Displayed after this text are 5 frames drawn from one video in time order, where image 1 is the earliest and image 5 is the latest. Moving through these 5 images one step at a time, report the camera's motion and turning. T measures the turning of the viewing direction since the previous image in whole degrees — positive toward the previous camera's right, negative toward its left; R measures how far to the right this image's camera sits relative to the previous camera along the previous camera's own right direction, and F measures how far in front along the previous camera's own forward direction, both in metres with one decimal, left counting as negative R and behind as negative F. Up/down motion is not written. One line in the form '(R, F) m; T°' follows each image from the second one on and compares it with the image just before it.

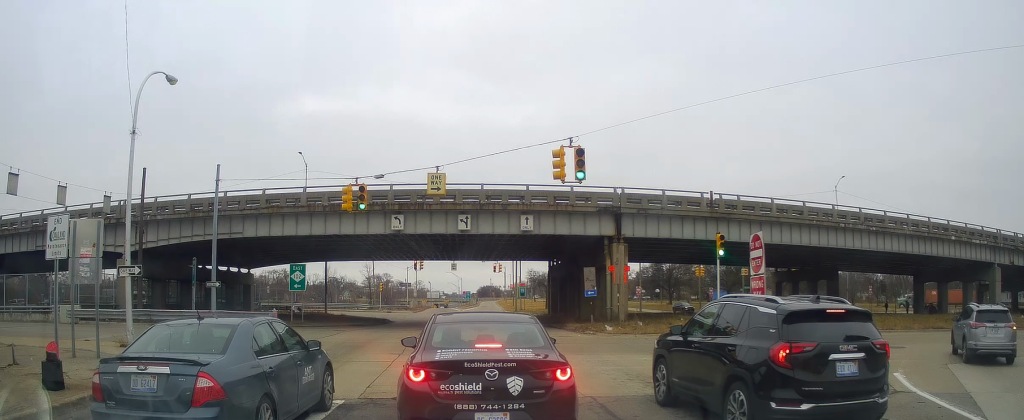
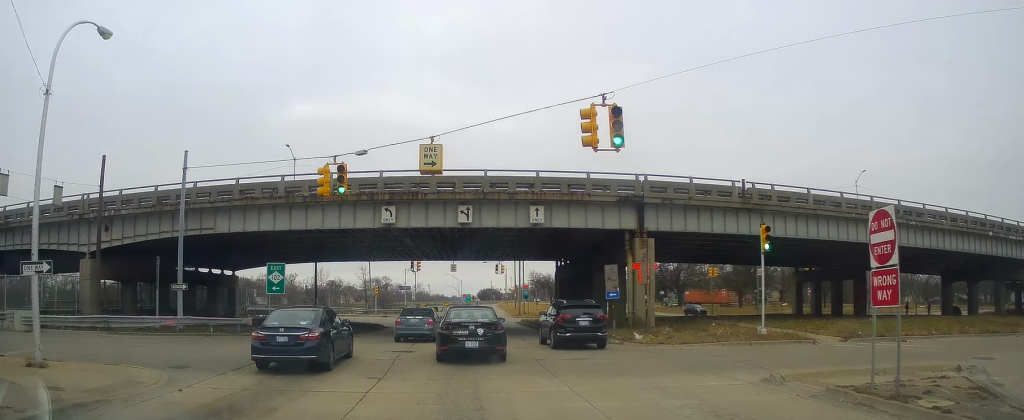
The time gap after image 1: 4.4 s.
(0.0, +0.5) m; 0°
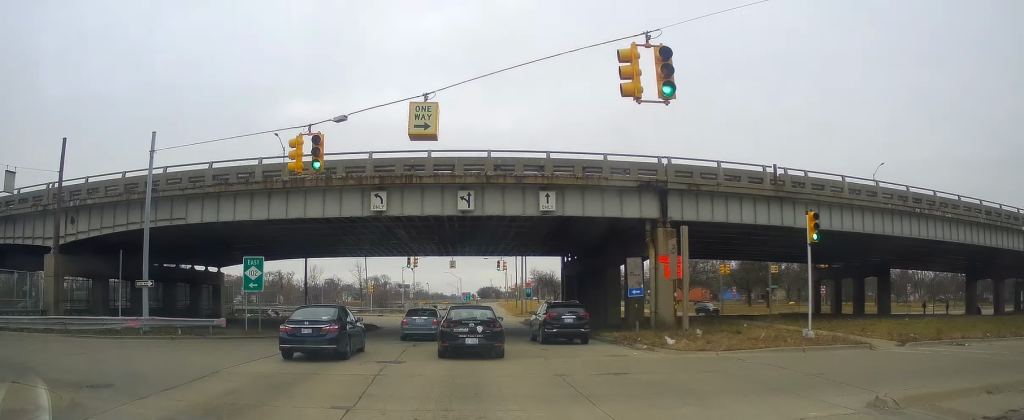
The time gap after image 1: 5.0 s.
(0.0, +1.2) m; 0°
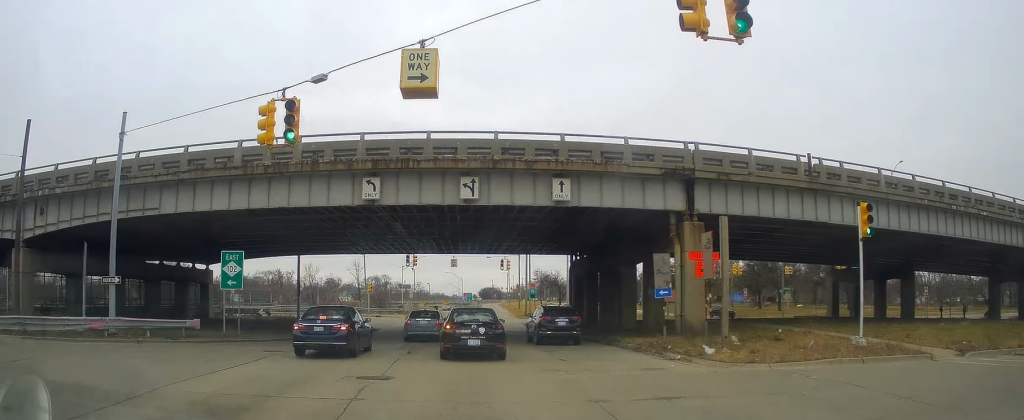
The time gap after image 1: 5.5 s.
(0.0, +2.2) m; 0°
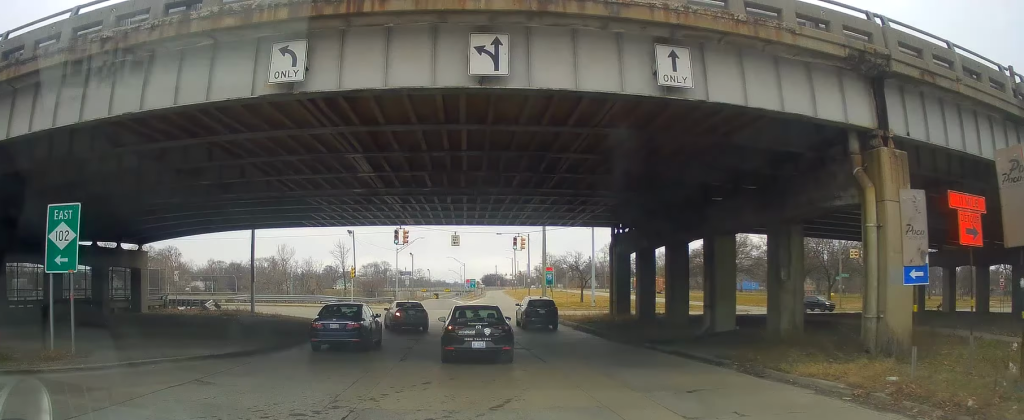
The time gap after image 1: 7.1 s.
(0.0, +10.2) m; -1°
